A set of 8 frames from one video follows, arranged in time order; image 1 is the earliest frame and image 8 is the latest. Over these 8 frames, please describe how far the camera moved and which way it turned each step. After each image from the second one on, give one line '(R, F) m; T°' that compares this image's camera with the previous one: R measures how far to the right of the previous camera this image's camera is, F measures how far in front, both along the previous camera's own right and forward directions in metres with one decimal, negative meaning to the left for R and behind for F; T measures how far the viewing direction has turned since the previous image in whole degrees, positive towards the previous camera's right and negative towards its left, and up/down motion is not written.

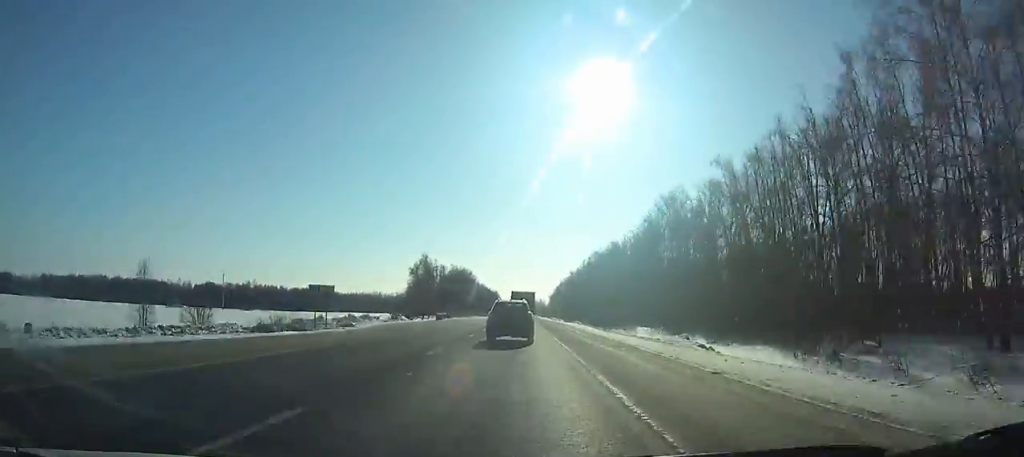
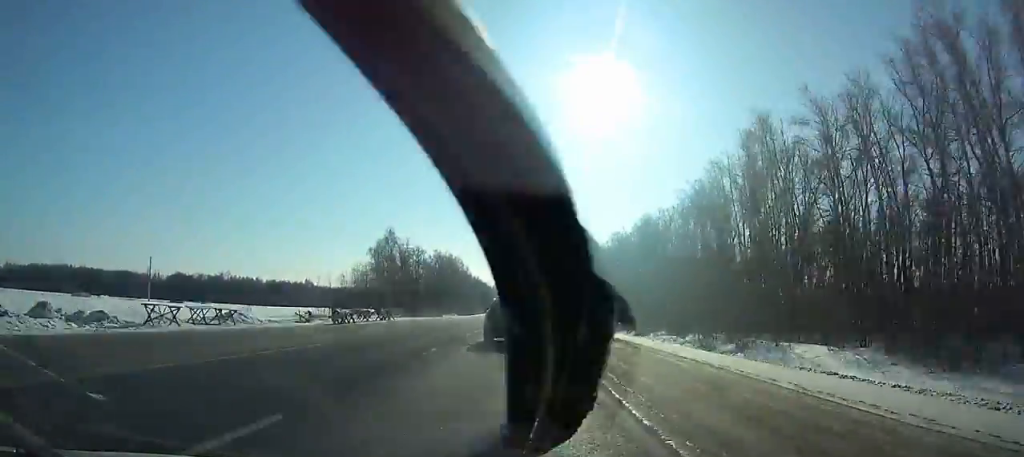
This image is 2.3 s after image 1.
(0.0, +47.4) m; 0°
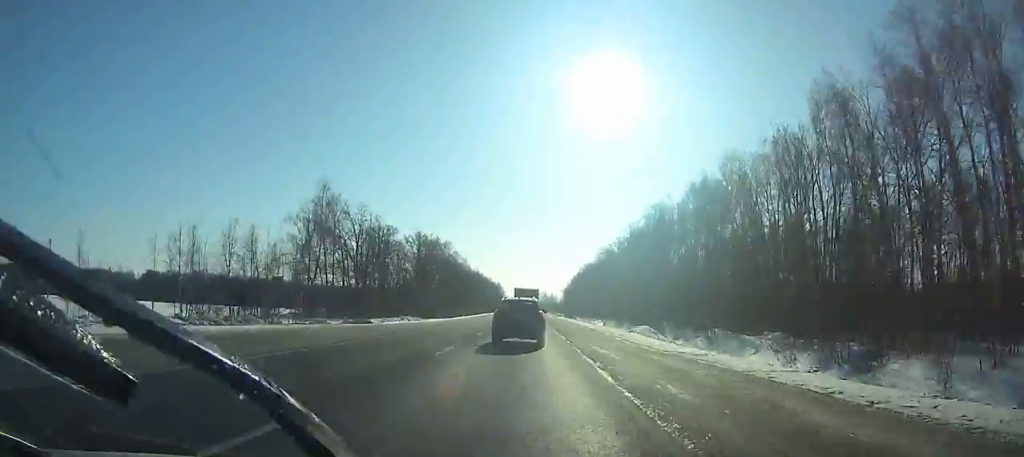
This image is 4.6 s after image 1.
(-0.2, +46.8) m; 0°
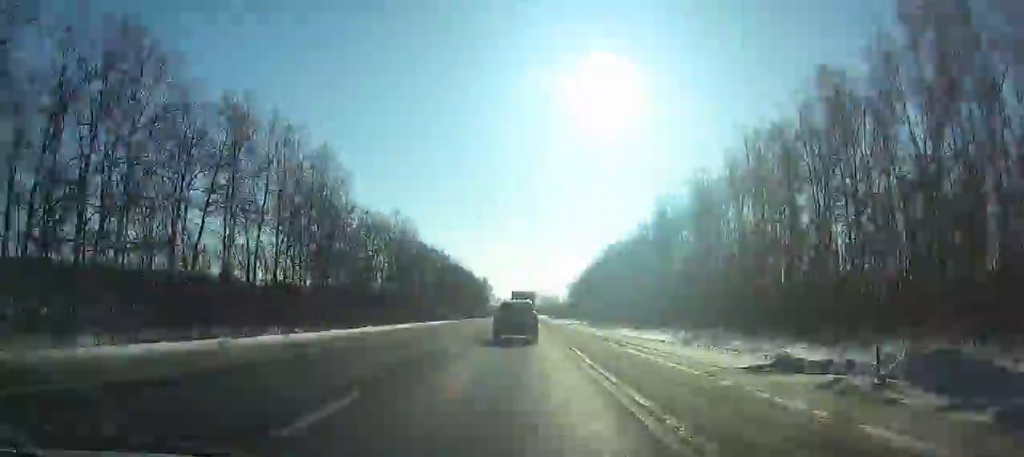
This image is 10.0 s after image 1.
(0.0, +108.3) m; 0°
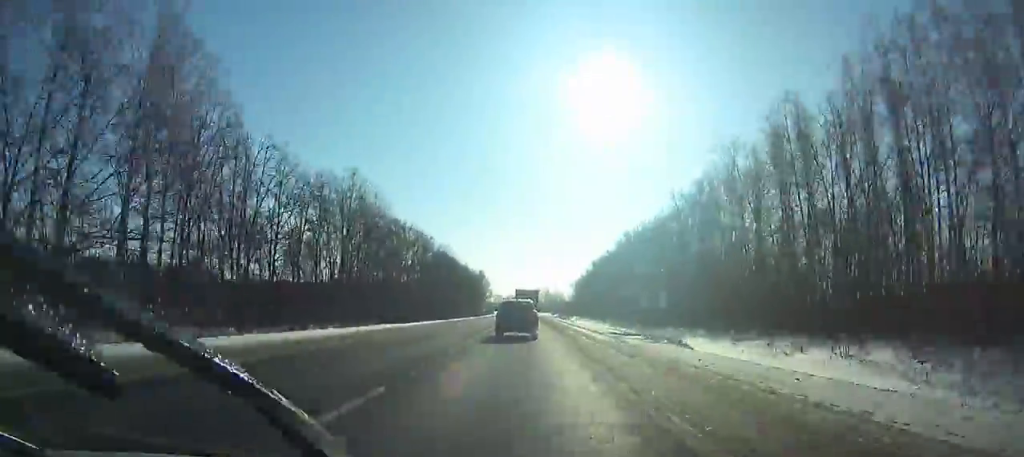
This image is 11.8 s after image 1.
(0.0, +35.8) m; 0°
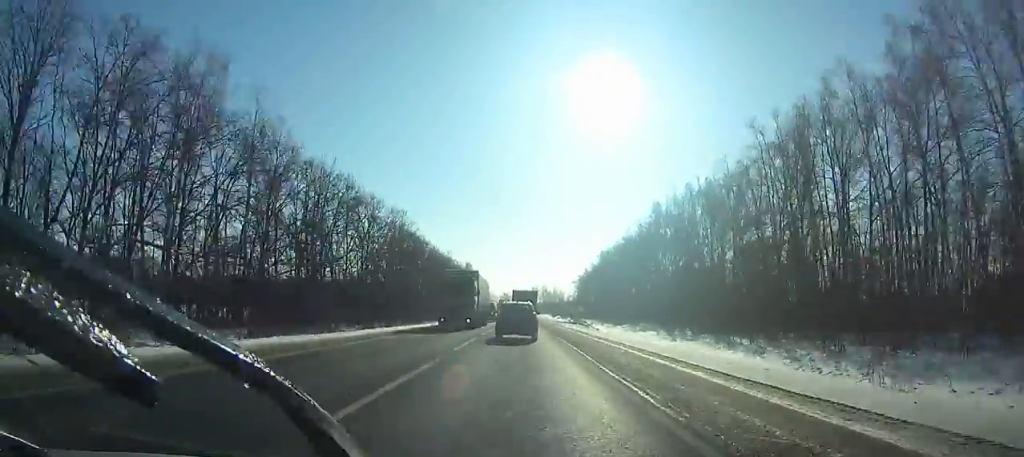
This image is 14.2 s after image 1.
(-0.1, +47.8) m; 0°
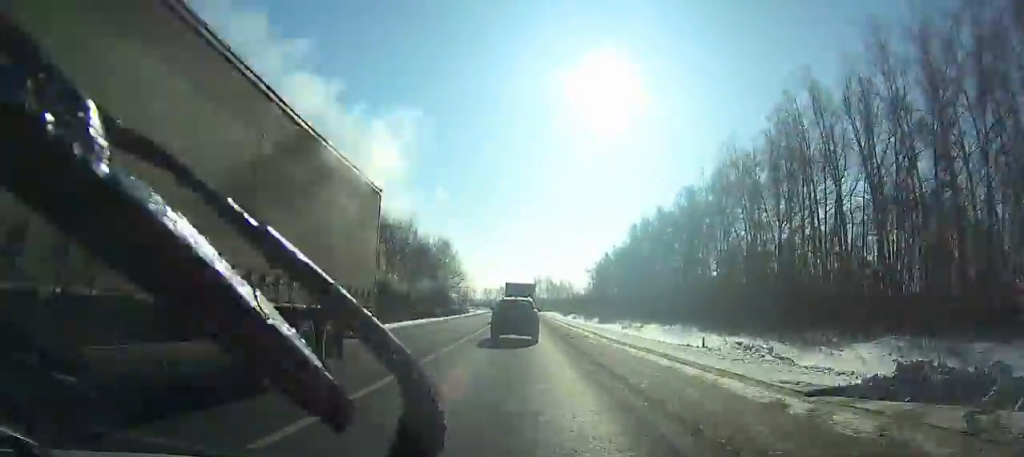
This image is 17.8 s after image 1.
(0.0, +71.7) m; 0°
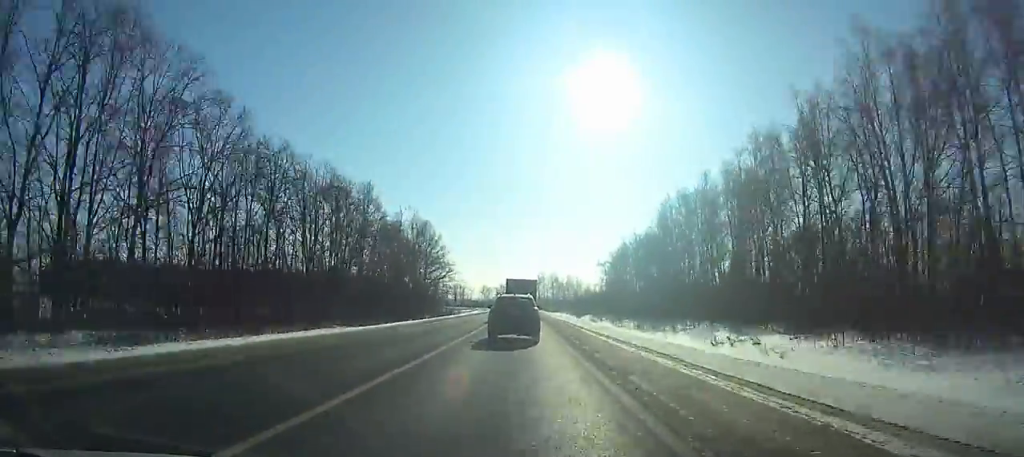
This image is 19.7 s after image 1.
(0.0, +37.2) m; 0°
